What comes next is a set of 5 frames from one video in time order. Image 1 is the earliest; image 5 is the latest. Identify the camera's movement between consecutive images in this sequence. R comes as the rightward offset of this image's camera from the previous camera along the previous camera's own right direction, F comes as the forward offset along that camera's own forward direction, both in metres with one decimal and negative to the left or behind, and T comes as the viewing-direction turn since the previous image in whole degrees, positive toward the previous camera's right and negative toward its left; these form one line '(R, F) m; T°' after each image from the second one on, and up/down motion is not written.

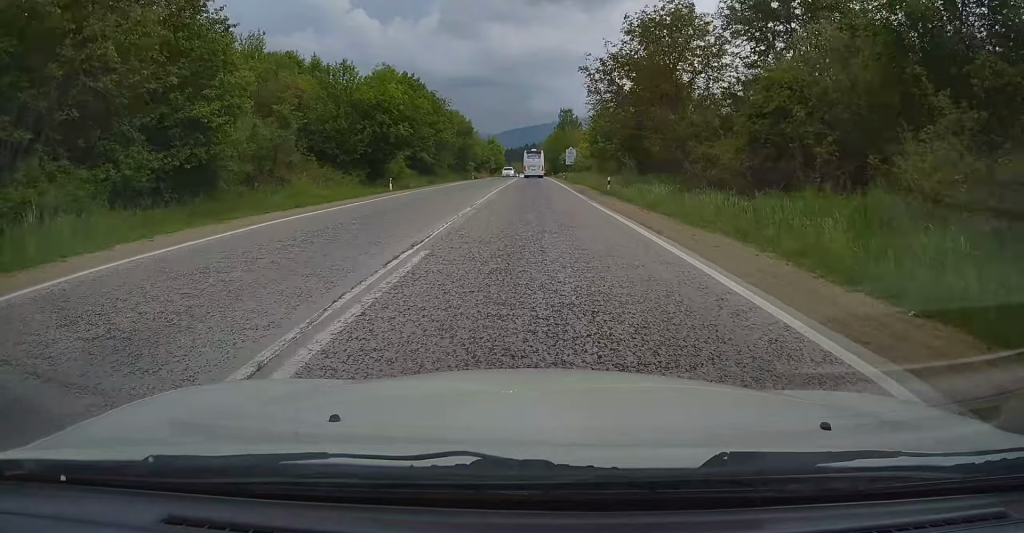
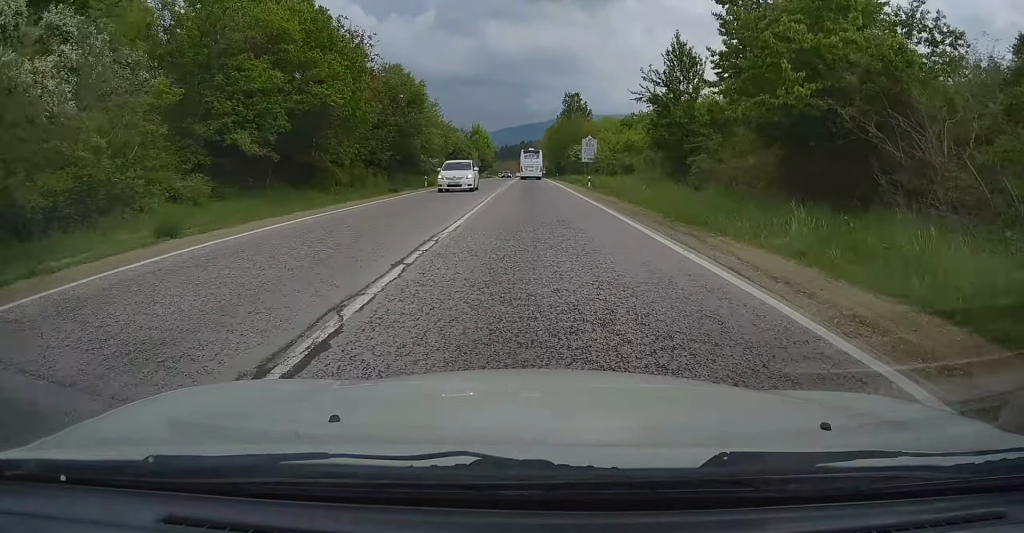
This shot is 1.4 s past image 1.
(-0.4, +36.5) m; -1°
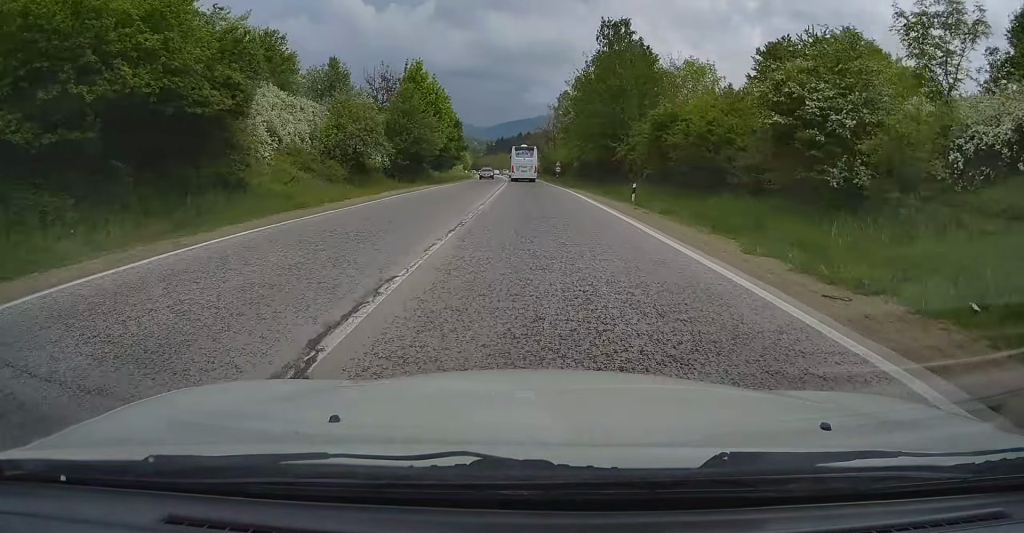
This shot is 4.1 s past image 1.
(+0.4, +68.1) m; 0°
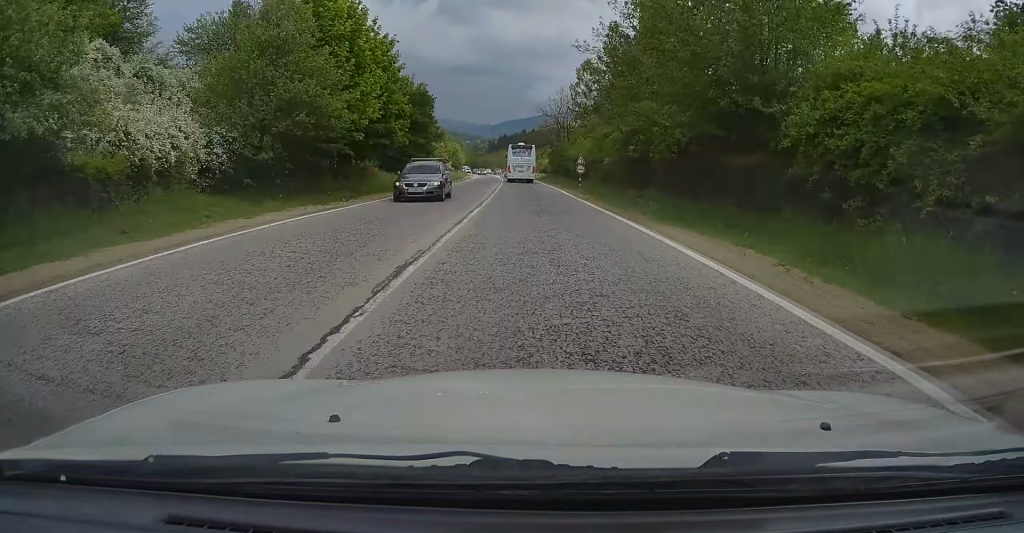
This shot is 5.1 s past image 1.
(0.0, +26.9) m; -1°
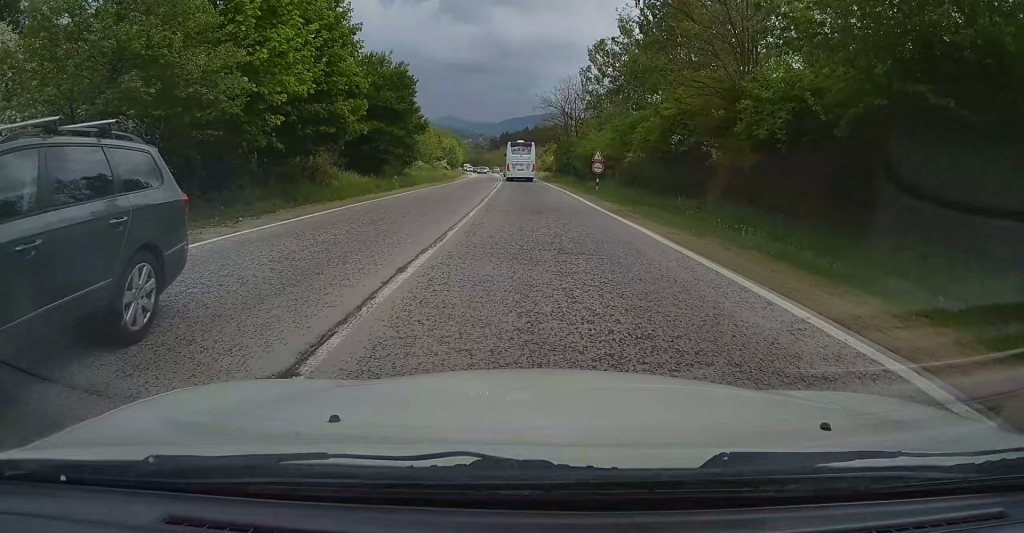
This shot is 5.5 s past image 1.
(+0.1, +10.1) m; 0°
